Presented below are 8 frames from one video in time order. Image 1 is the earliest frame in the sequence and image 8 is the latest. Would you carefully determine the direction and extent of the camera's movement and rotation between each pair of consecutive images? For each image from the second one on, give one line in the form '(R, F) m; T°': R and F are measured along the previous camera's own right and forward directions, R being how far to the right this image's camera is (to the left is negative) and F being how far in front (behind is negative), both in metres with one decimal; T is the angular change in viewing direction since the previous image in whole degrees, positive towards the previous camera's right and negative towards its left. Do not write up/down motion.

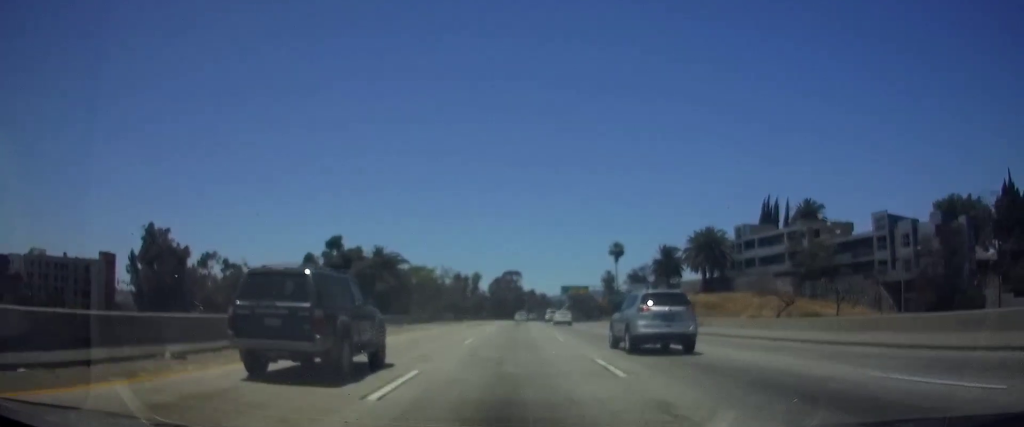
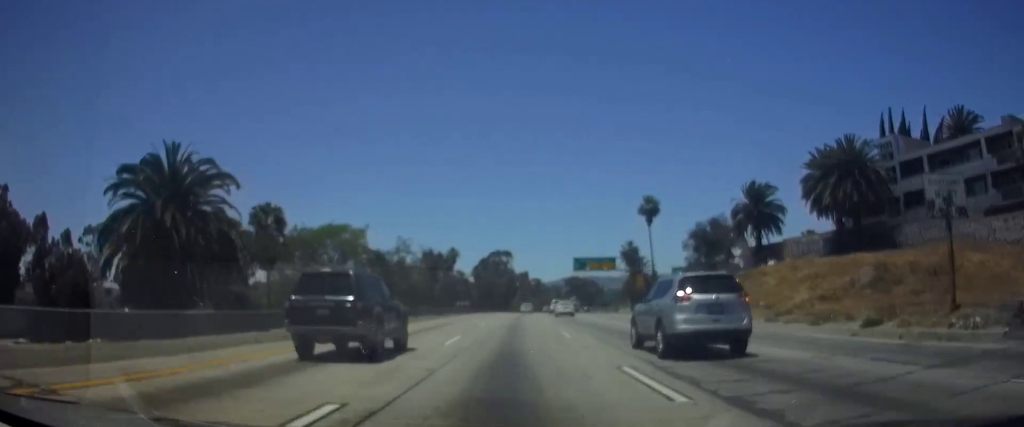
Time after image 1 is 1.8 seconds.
(+0.3, +47.1) m; +1°
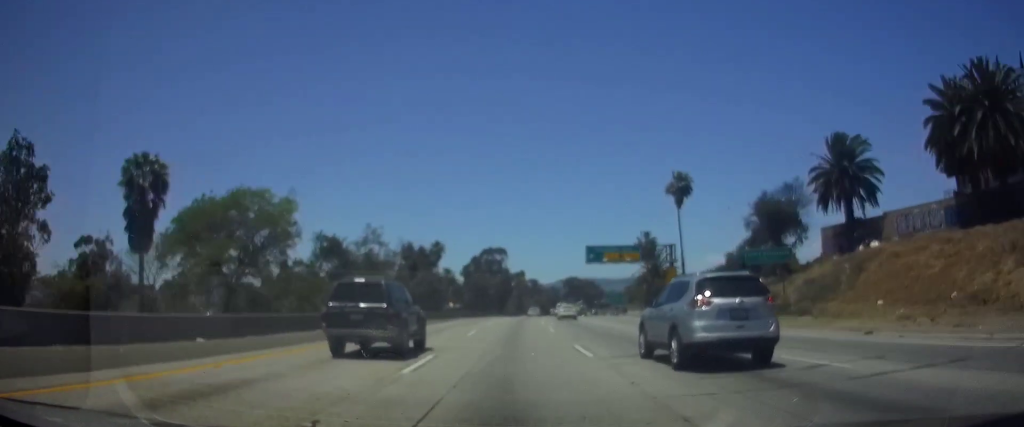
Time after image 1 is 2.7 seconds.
(0.0, +21.0) m; 0°
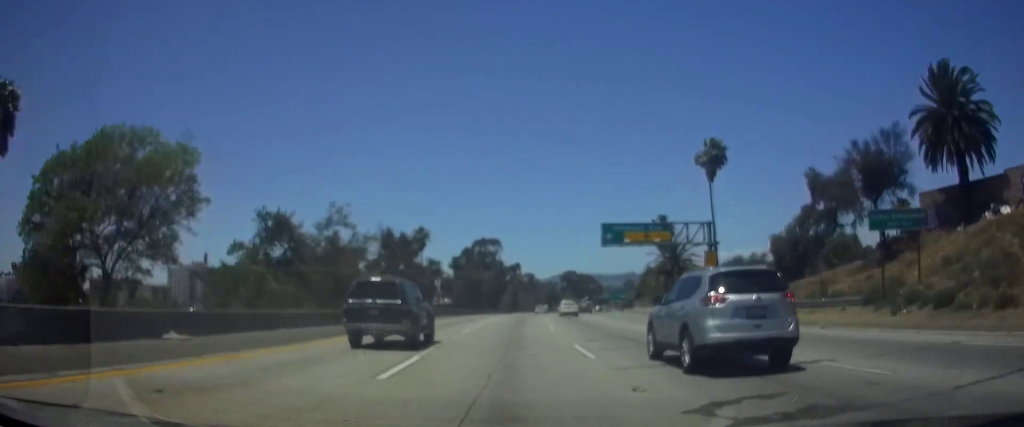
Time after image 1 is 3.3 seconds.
(+0.1, +15.7) m; +1°
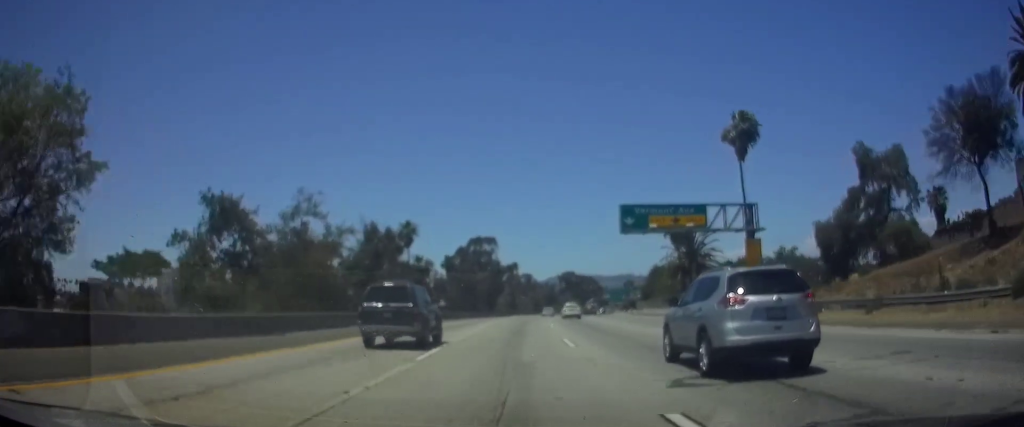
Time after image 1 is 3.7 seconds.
(0.0, +10.8) m; +1°
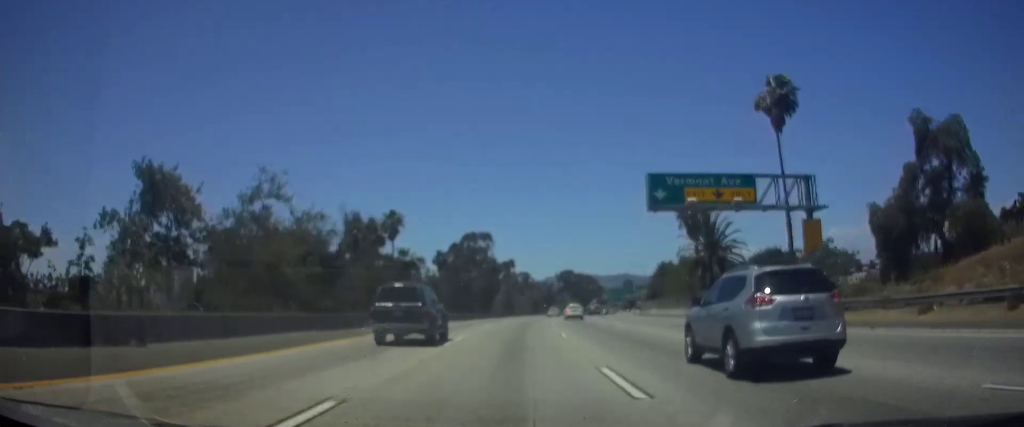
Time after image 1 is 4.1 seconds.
(+0.1, +9.9) m; 0°
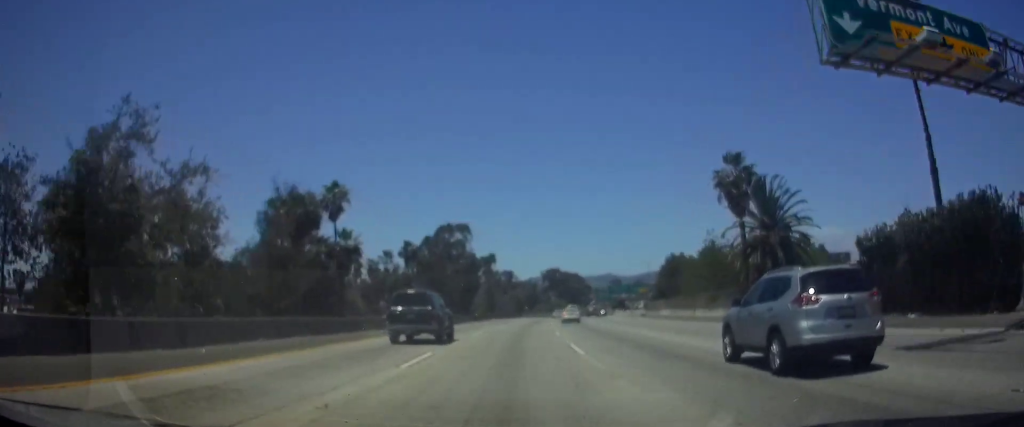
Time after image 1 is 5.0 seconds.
(+0.2, +21.4) m; +1°
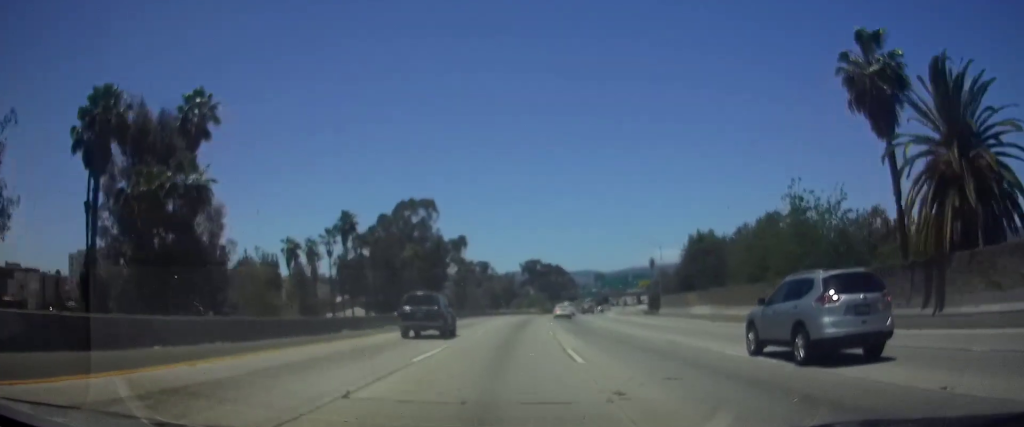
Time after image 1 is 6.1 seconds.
(+0.4, +28.2) m; +2°
